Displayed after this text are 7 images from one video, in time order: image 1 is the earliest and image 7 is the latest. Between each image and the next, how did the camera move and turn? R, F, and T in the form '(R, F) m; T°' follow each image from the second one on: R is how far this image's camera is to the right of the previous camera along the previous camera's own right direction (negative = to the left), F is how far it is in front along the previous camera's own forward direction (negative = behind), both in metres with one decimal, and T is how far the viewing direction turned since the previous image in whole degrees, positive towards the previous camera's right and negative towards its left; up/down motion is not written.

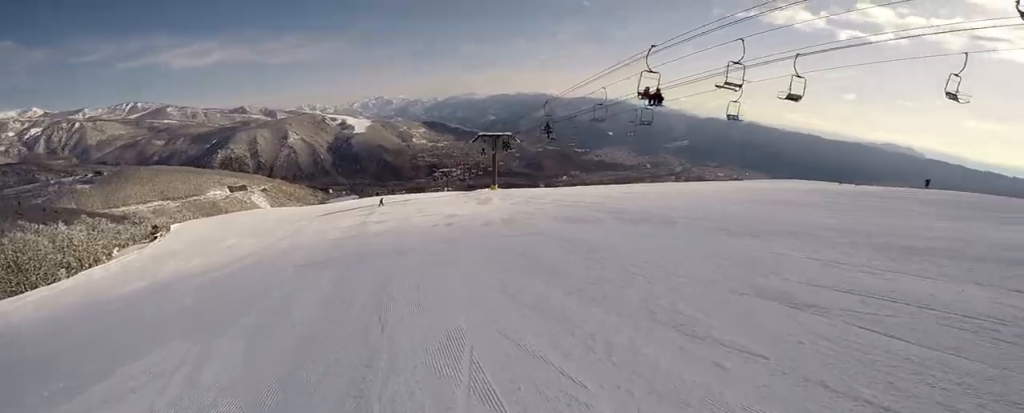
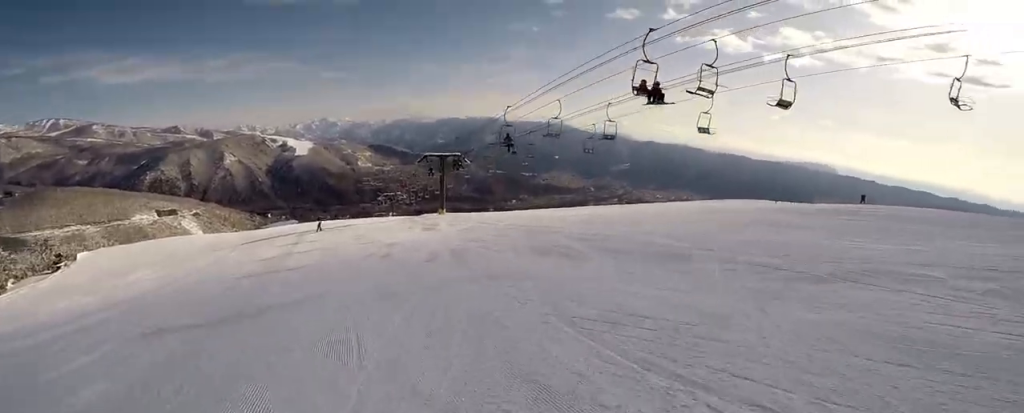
(+0.5, +3.7) m; +8°
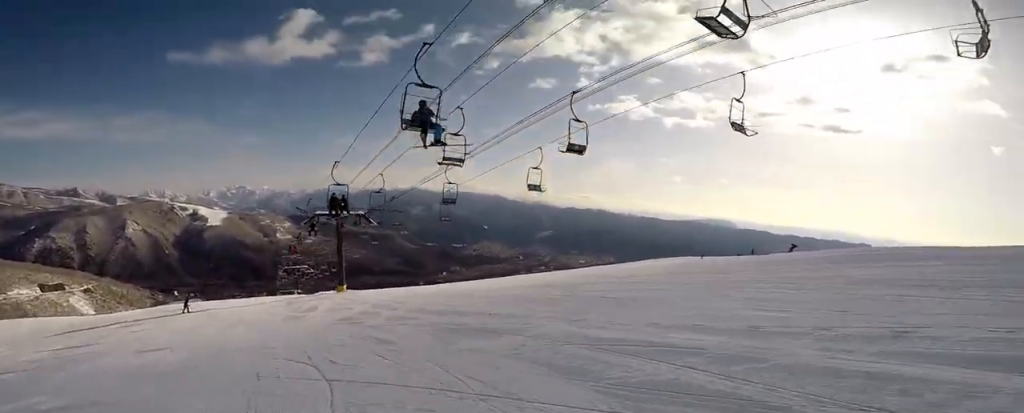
(+2.4, +11.7) m; +10°
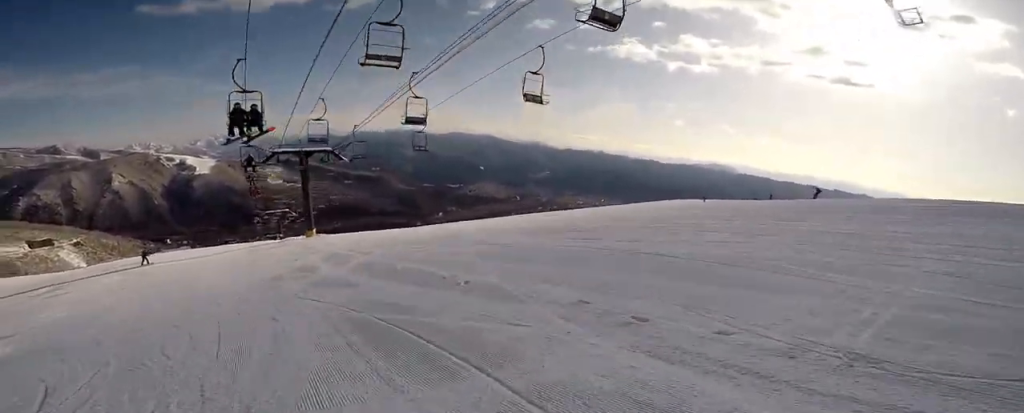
(-0.3, +5.9) m; 0°
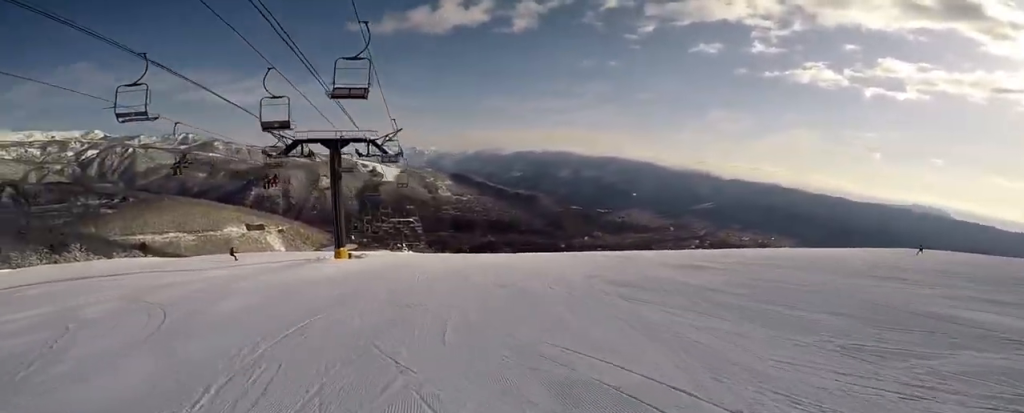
(-1.1, +18.3) m; -20°
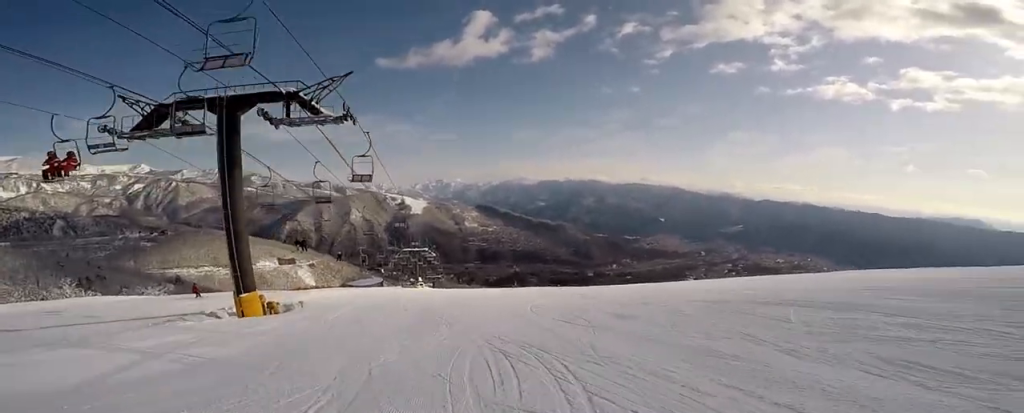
(-4.3, +15.2) m; -14°
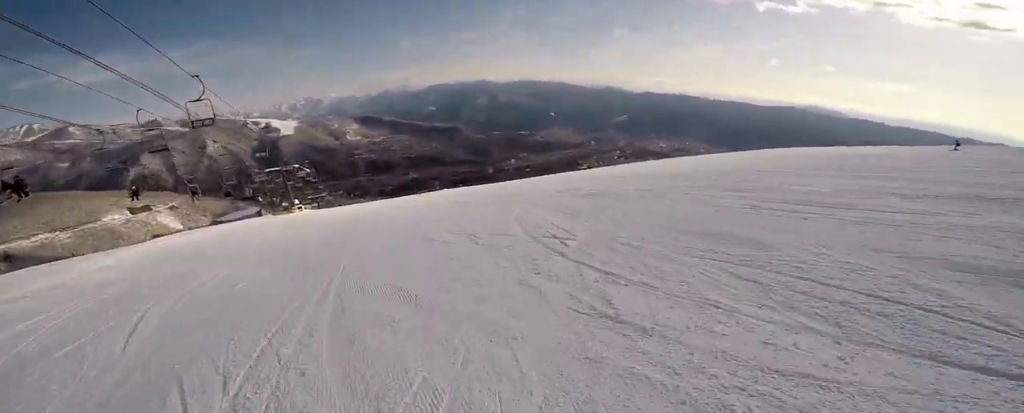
(+1.5, +10.5) m; +19°
